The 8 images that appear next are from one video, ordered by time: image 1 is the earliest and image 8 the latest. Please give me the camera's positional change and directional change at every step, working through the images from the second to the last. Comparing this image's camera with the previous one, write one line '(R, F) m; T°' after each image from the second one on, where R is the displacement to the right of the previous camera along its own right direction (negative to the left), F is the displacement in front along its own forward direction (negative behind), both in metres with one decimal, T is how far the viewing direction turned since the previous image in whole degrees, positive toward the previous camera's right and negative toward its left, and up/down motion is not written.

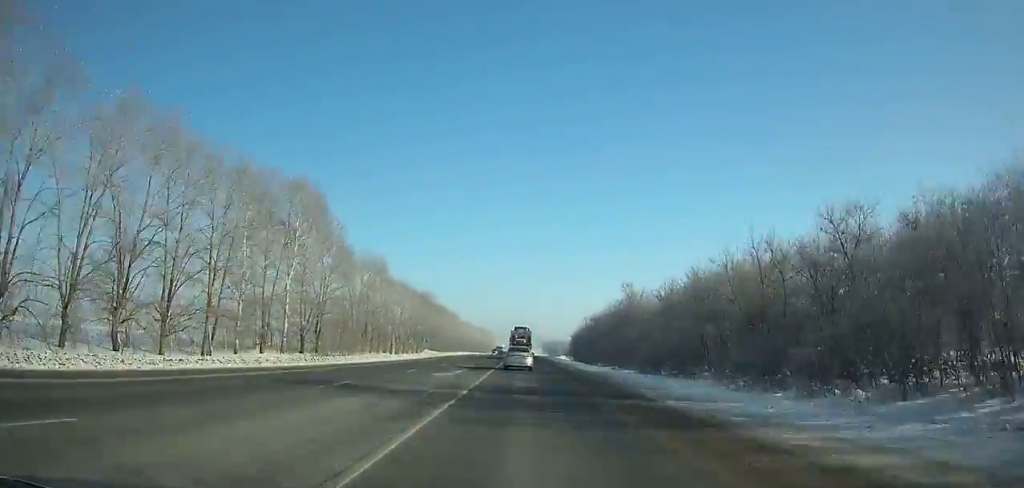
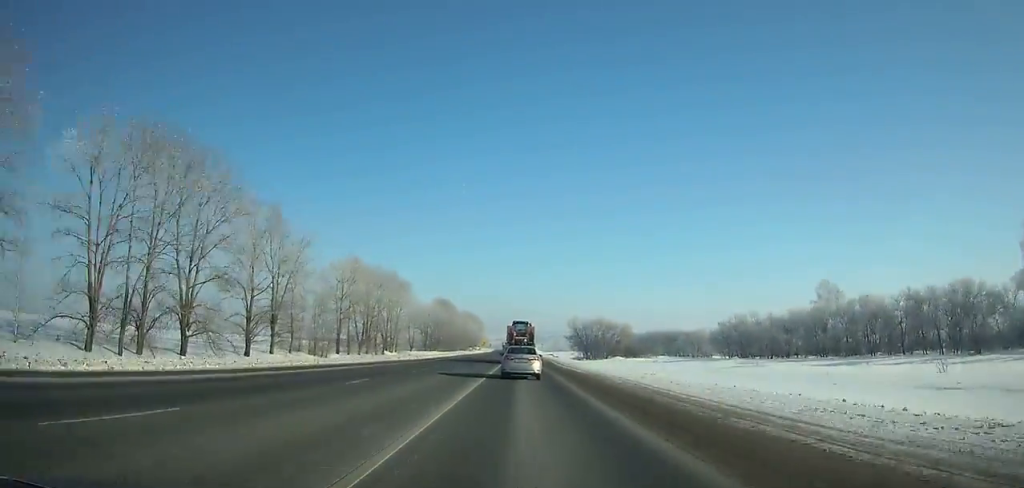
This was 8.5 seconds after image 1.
(-0.3, +187.0) m; 0°
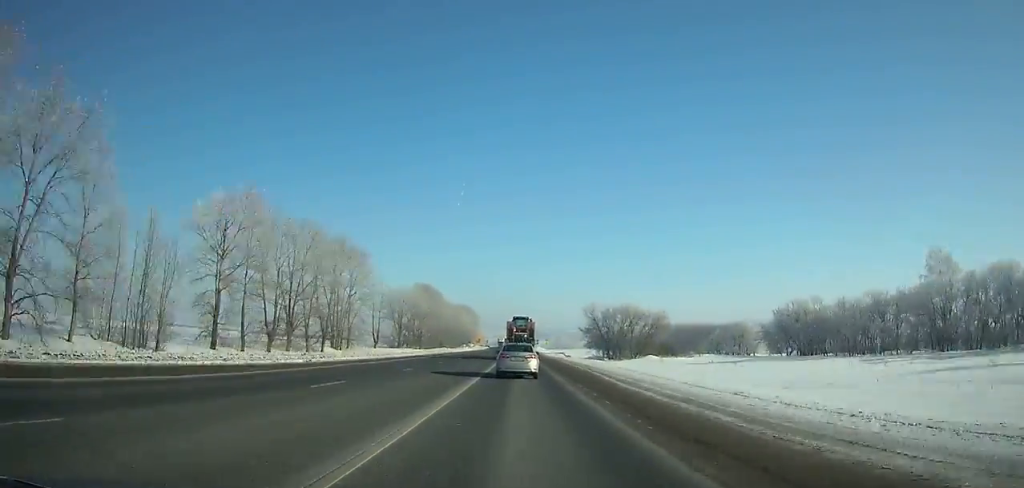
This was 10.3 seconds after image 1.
(+0.1, +38.0) m; 0°
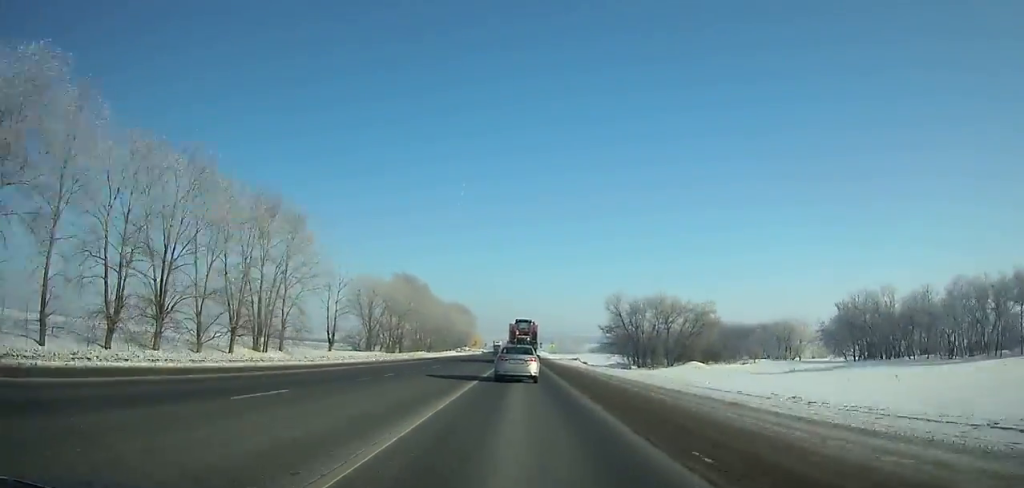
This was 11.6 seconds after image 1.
(-0.1, +27.1) m; 0°
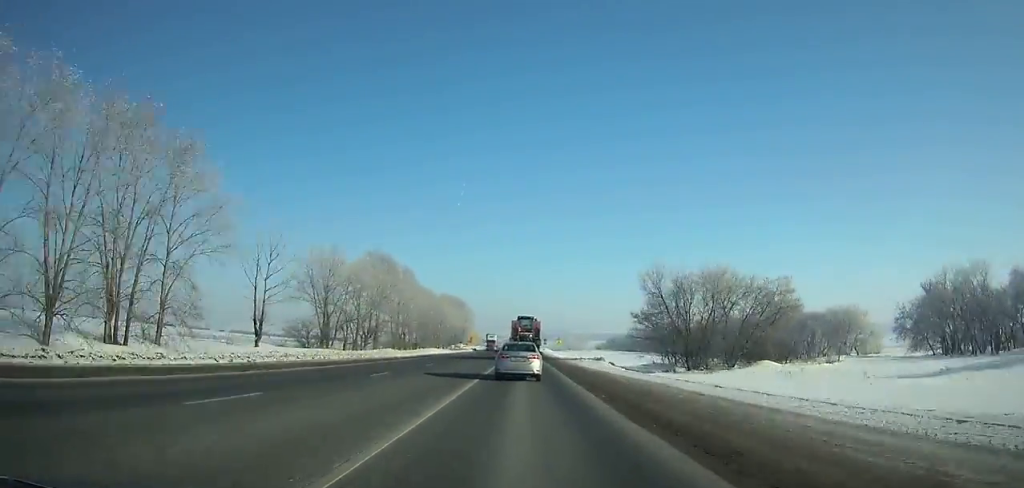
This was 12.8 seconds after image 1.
(-0.1, +25.0) m; 0°
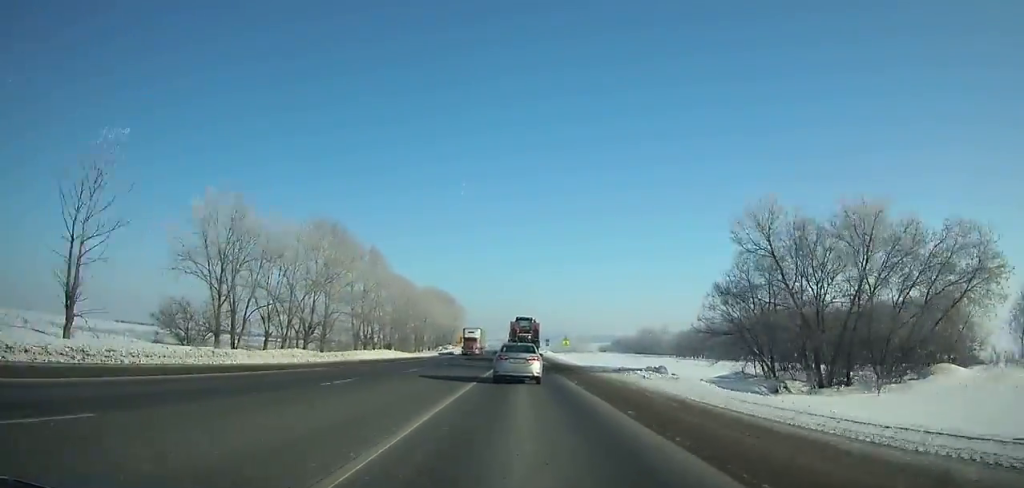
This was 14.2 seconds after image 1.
(0.0, +28.8) m; 0°
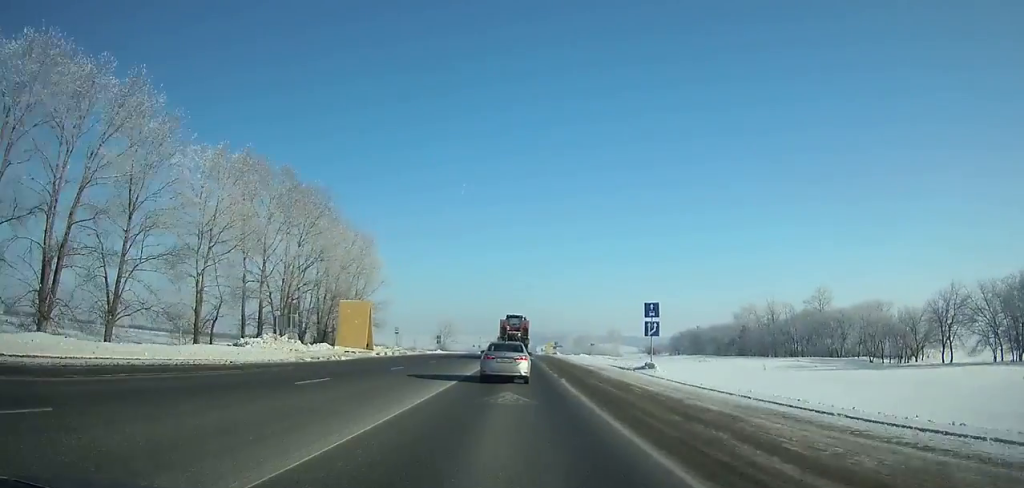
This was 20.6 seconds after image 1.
(+0.4, +128.3) m; 0°
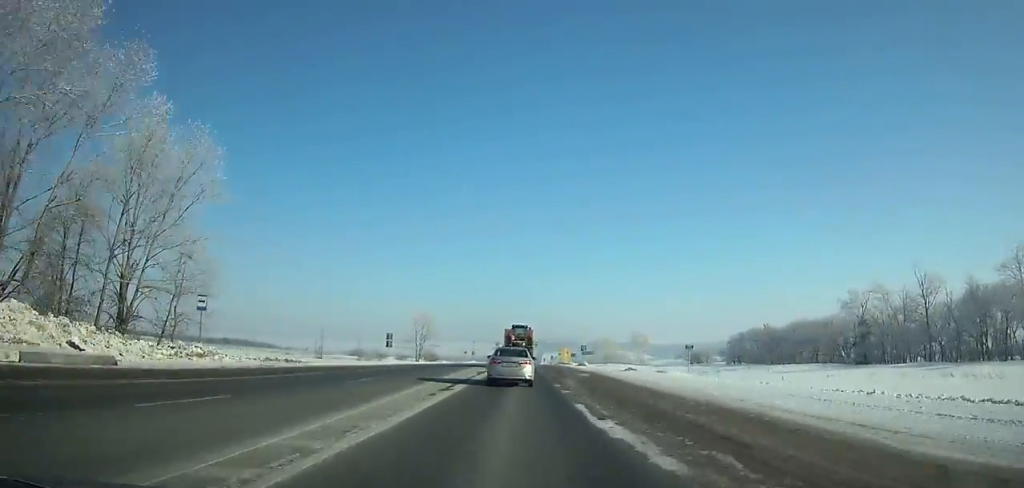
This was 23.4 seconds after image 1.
(-0.1, +55.0) m; 0°
